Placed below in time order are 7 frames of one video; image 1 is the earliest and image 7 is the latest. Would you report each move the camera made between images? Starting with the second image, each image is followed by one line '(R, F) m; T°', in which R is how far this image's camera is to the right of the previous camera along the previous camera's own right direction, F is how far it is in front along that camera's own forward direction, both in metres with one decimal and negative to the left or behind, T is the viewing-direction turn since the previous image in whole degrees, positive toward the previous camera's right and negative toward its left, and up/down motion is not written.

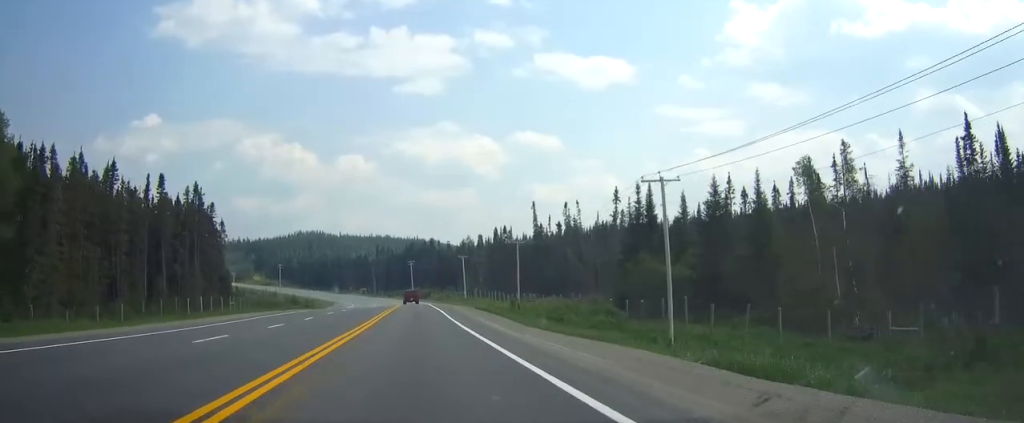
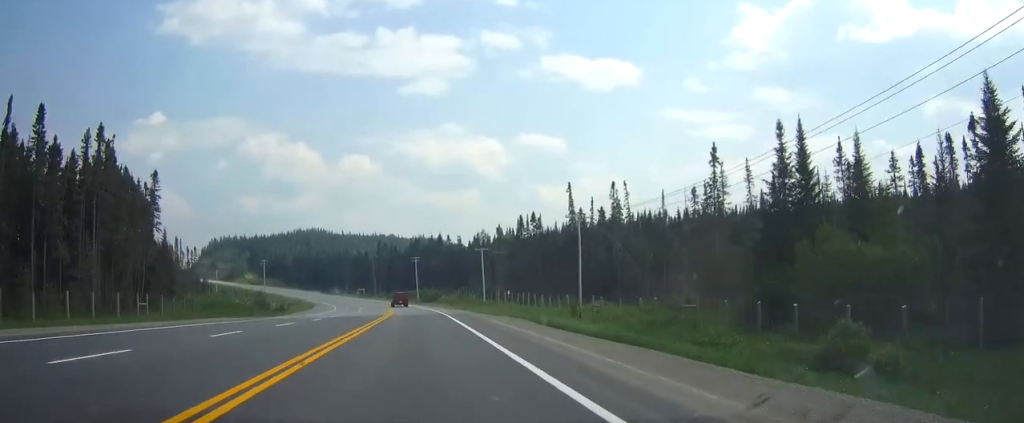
(0.0, +34.3) m; 0°
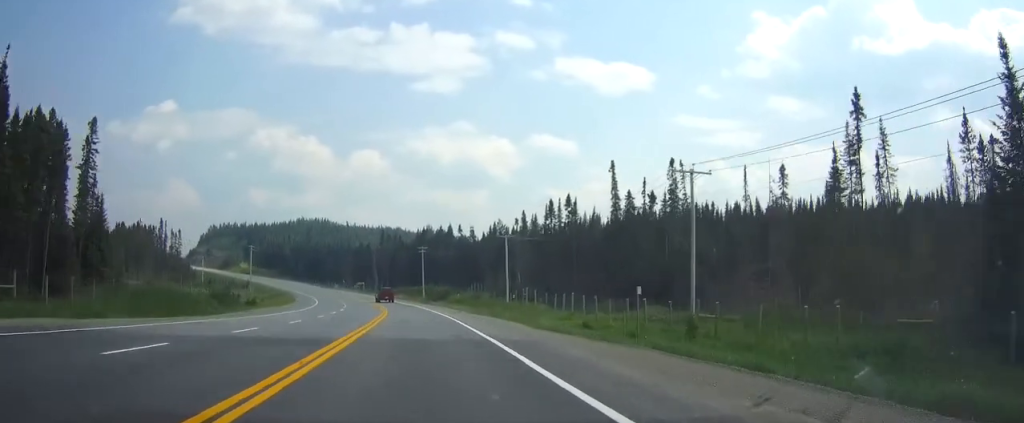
(0.0, +25.0) m; 0°
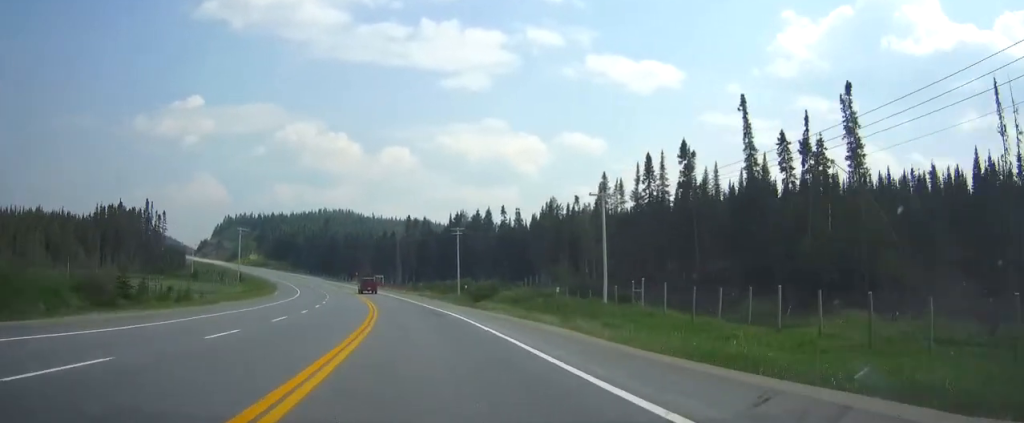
(0.0, +39.8) m; 0°
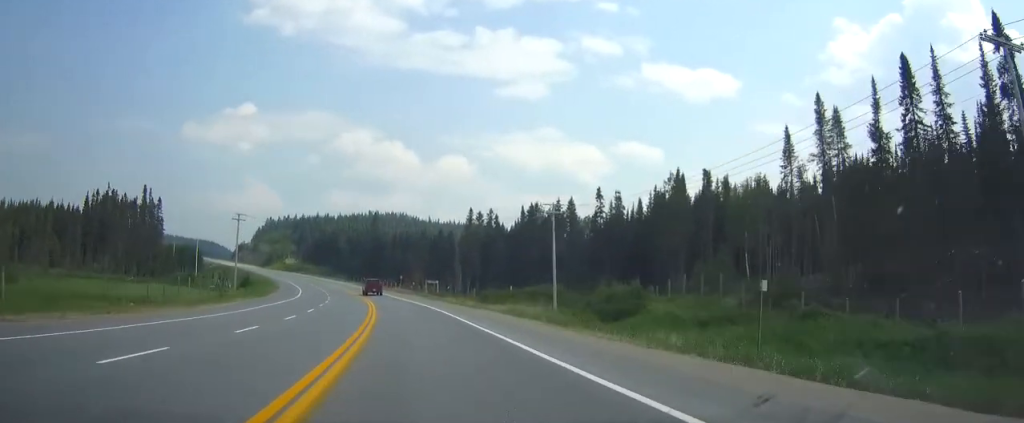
(0.0, +42.6) m; 0°
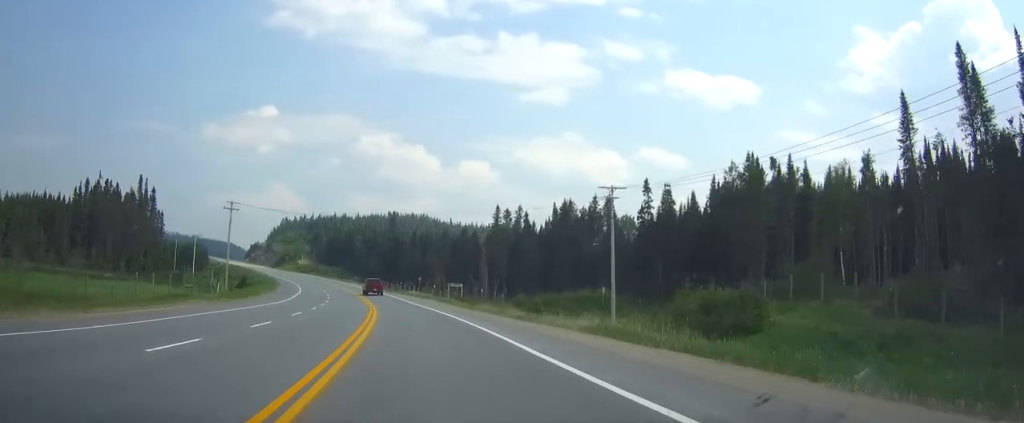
(0.0, +15.8) m; 0°
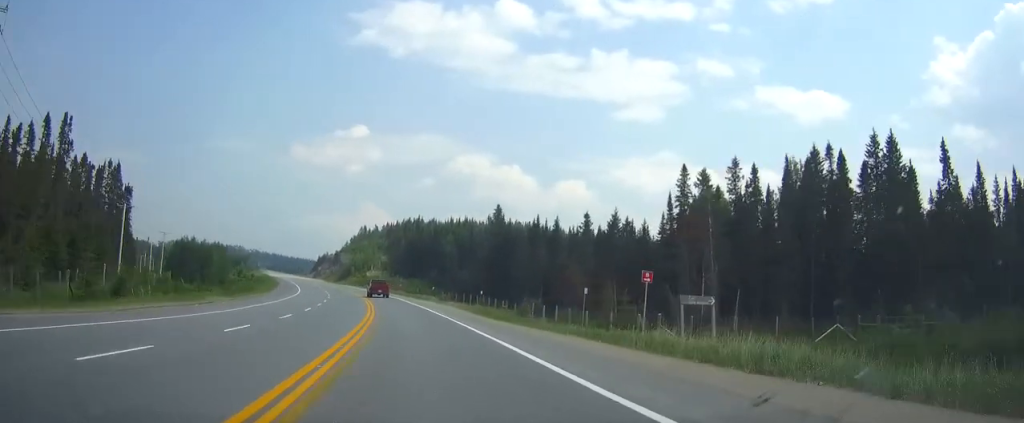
(0.0, +75.0) m; -1°
